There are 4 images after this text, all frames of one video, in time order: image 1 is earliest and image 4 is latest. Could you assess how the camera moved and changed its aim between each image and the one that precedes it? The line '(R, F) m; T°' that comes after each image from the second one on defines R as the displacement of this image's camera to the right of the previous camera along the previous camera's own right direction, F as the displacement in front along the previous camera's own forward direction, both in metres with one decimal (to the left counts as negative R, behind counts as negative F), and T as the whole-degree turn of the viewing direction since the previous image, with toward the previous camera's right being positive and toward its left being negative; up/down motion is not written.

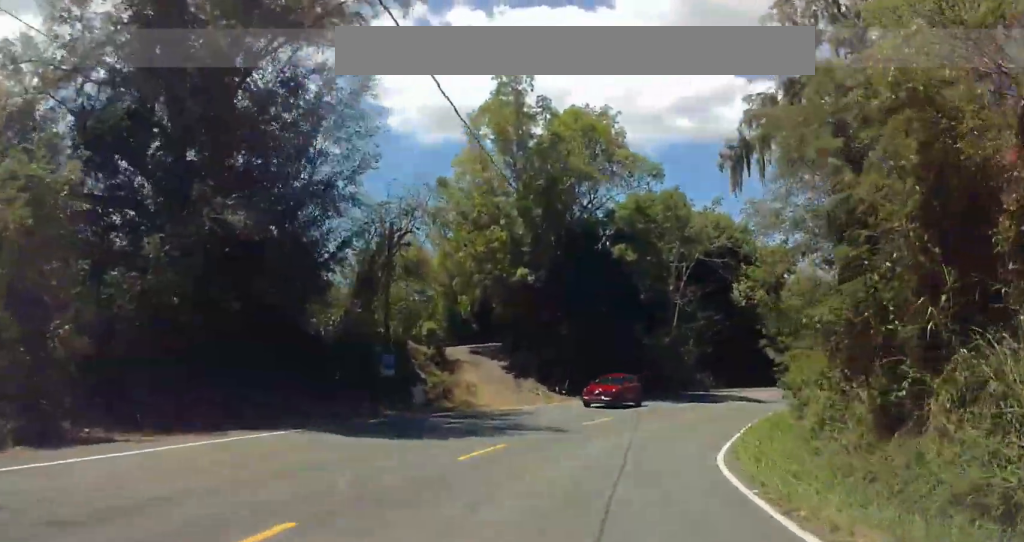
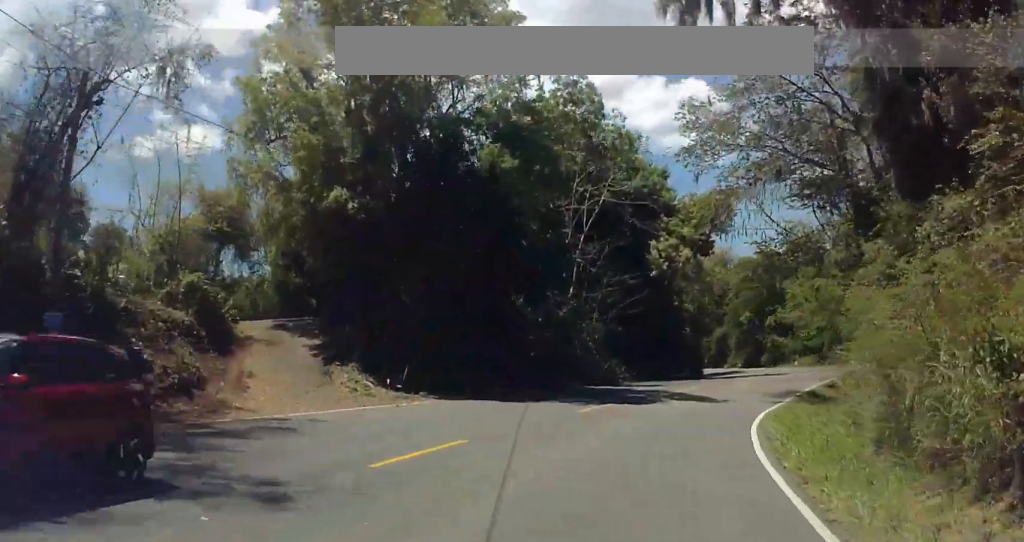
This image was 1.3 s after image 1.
(0.0, +16.2) m; +3°
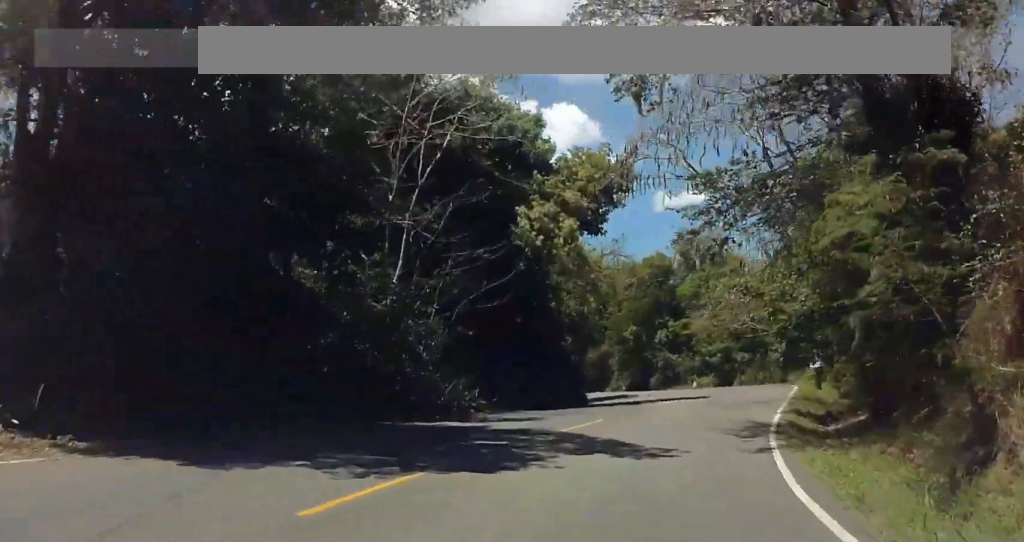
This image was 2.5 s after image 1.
(+1.0, +13.9) m; +12°
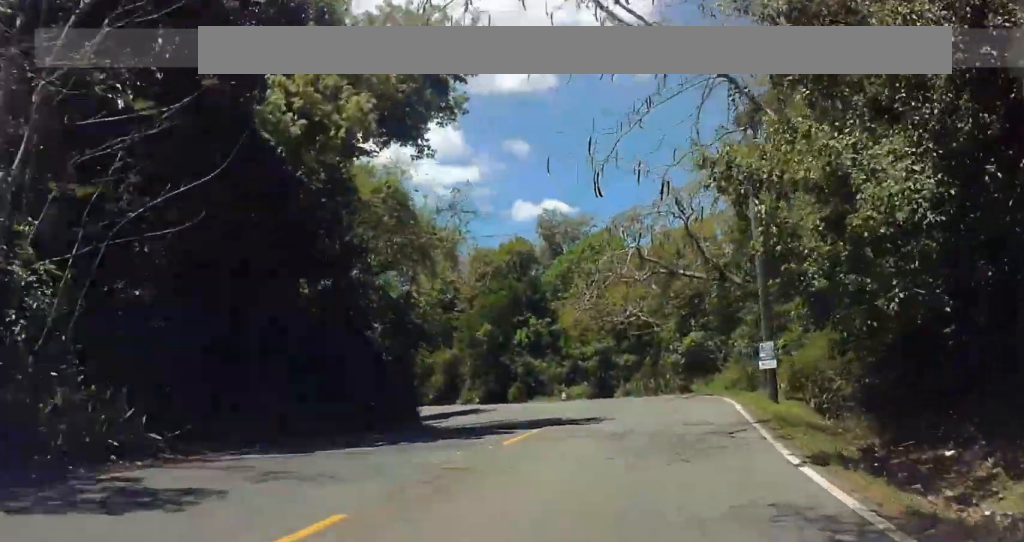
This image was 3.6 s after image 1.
(+1.8, +13.9) m; +8°
